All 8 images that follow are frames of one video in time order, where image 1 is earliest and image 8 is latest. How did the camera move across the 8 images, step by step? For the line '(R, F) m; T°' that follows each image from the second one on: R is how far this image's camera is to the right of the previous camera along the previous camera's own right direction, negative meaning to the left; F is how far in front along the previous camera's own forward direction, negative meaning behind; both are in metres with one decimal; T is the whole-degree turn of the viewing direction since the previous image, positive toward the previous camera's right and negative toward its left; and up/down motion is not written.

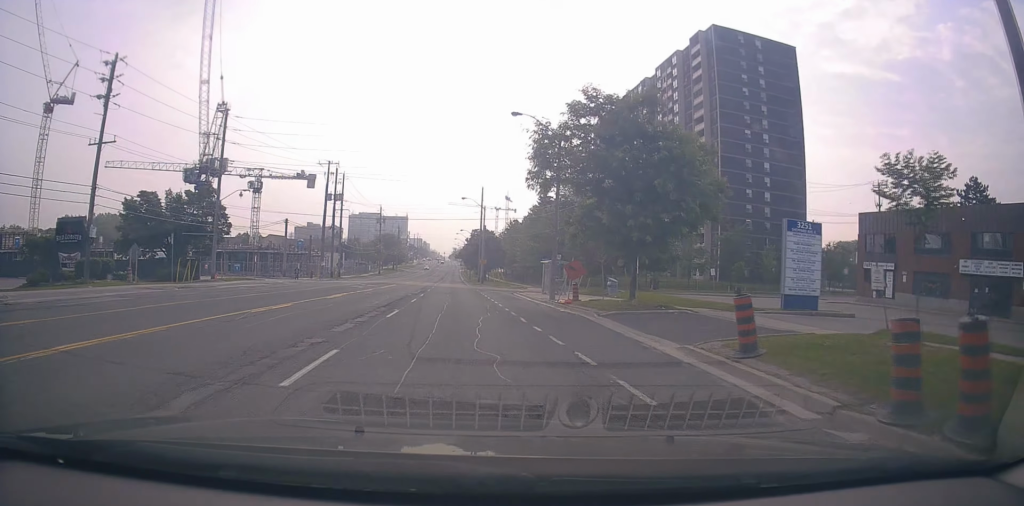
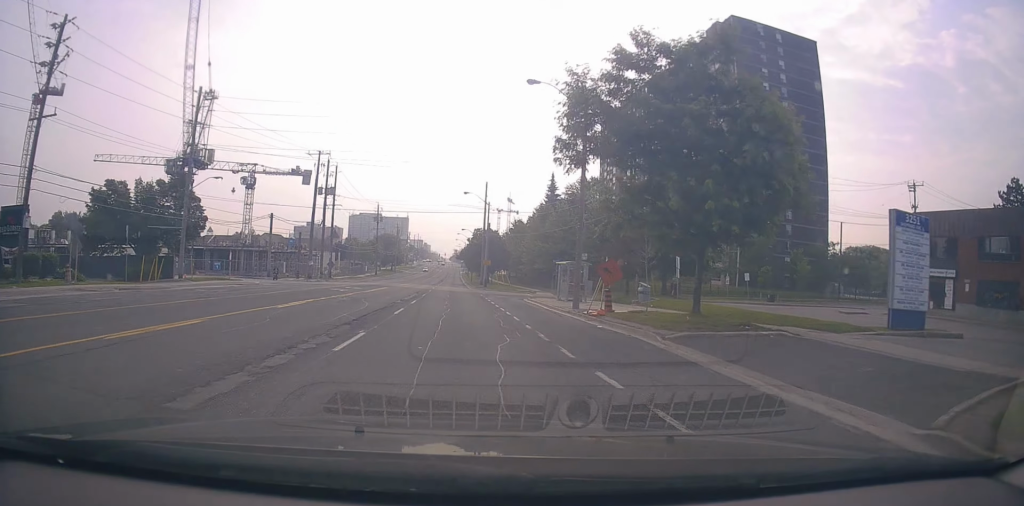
(-0.3, +6.7) m; 0°
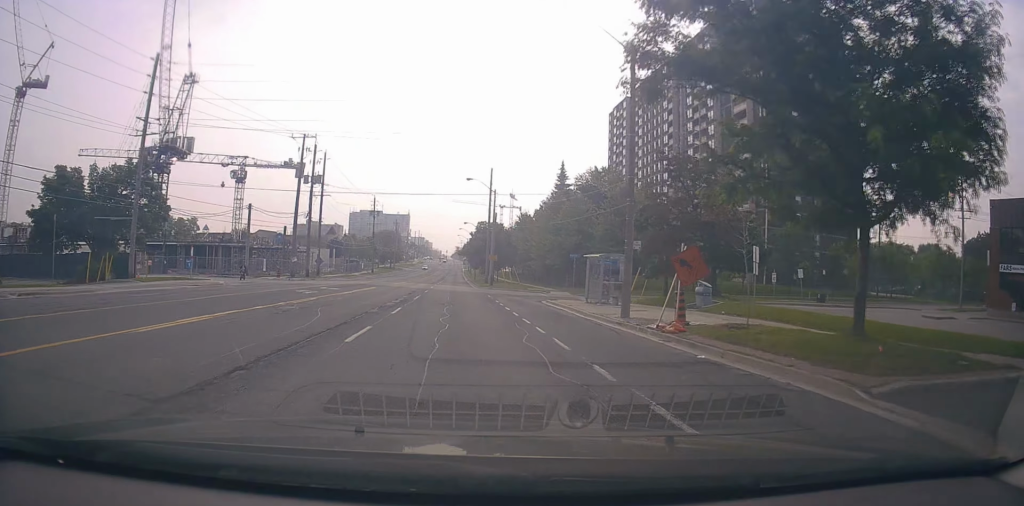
(+0.1, +8.0) m; 0°
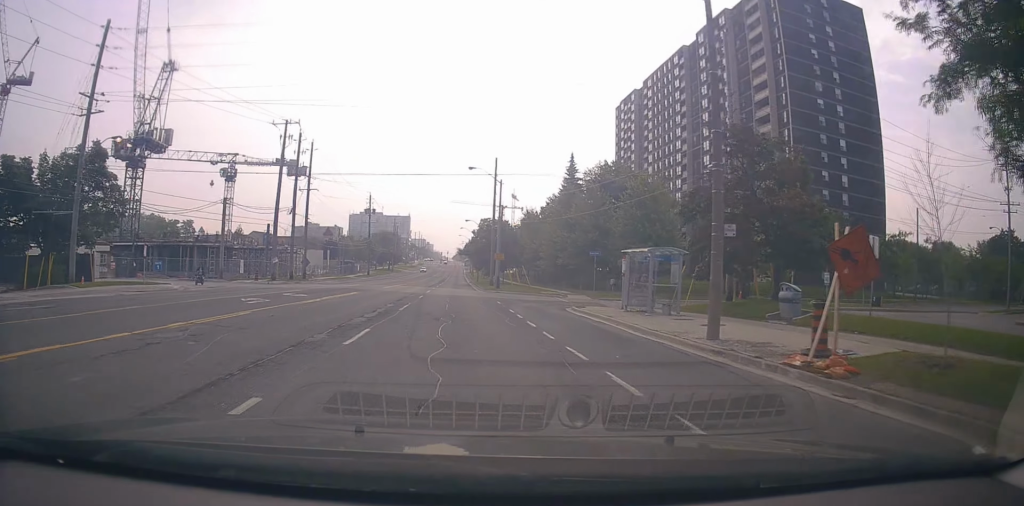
(+0.3, +7.2) m; 0°
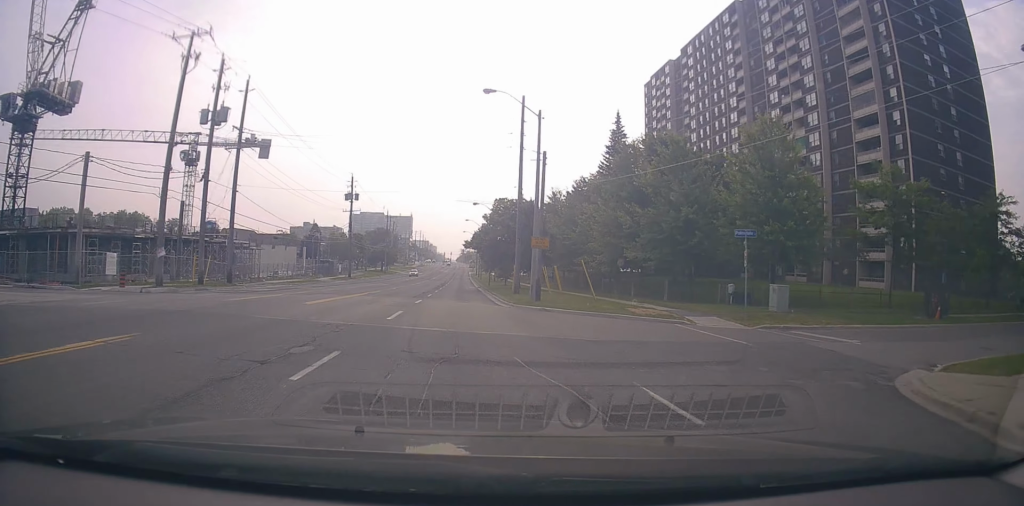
(-0.9, +23.2) m; -1°
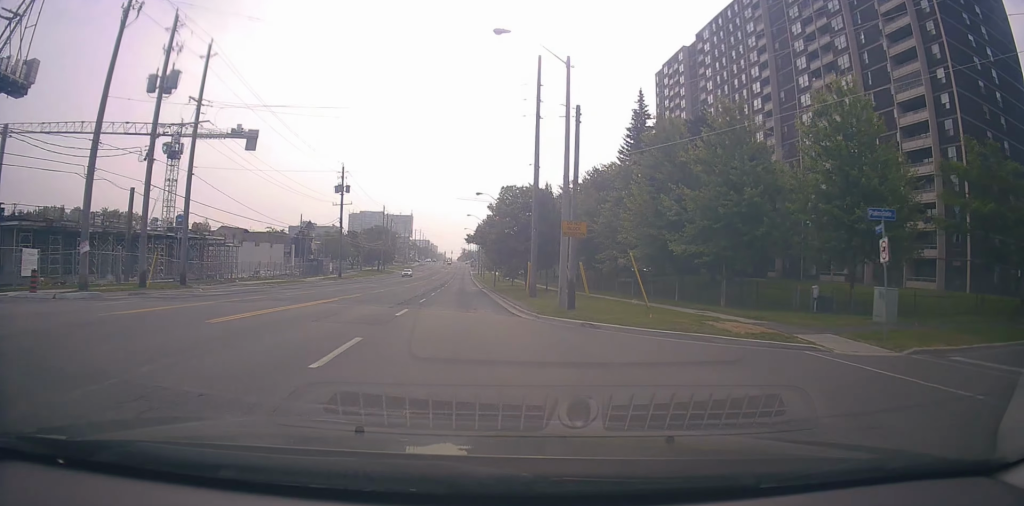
(+0.1, +8.0) m; 0°
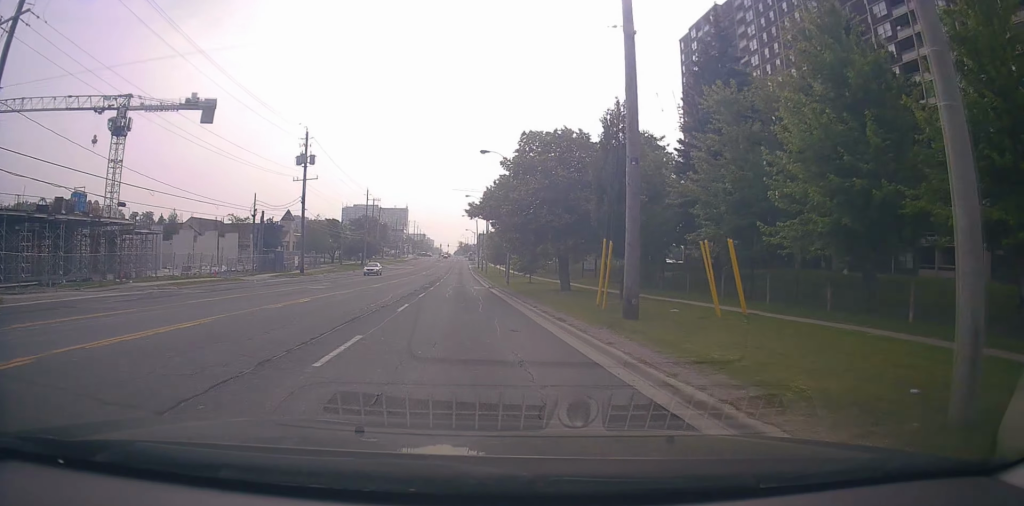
(0.0, +18.6) m; 0°
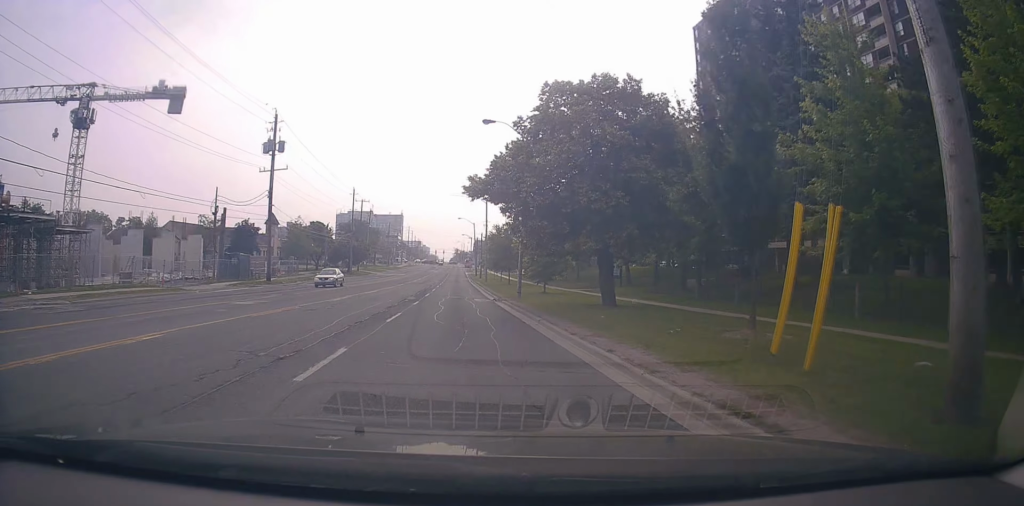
(+0.1, +10.1) m; 0°
